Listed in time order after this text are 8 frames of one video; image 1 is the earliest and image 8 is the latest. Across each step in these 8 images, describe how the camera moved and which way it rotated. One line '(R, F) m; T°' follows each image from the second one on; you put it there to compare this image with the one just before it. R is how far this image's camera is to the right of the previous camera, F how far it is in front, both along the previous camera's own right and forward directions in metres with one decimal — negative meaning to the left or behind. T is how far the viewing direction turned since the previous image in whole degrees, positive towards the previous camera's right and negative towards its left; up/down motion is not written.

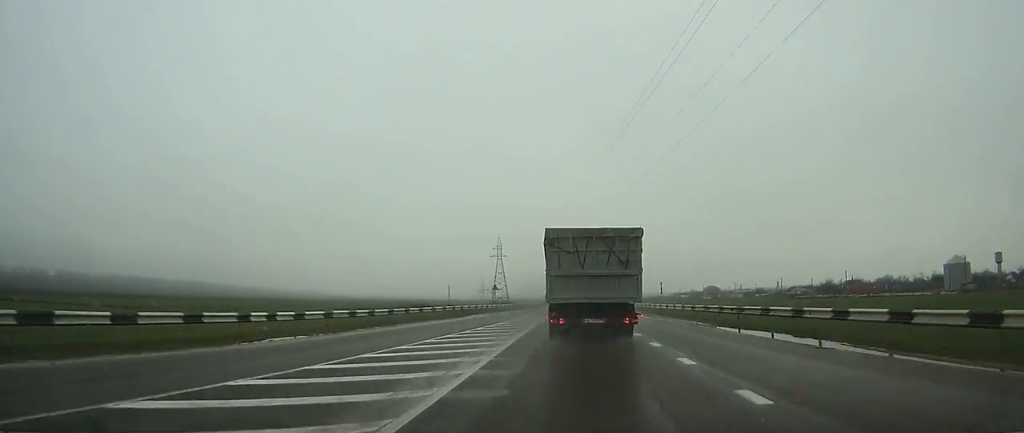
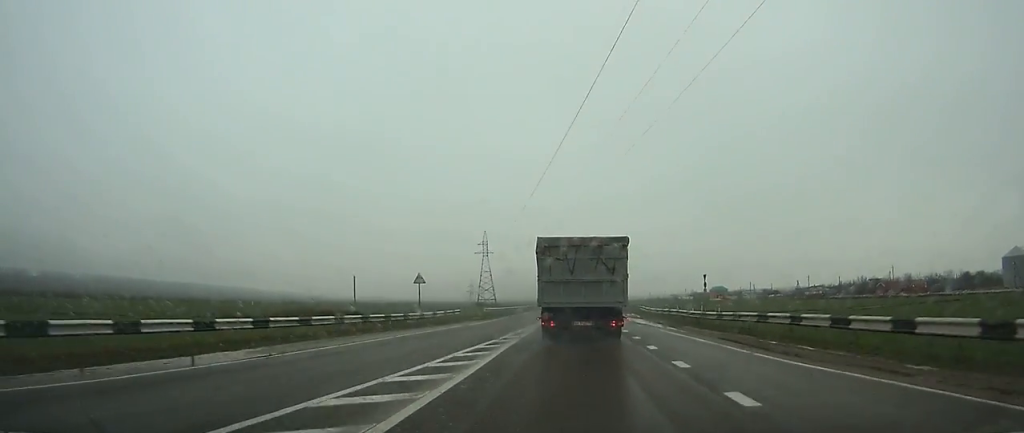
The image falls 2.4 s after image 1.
(+0.3, +36.1) m; +1°
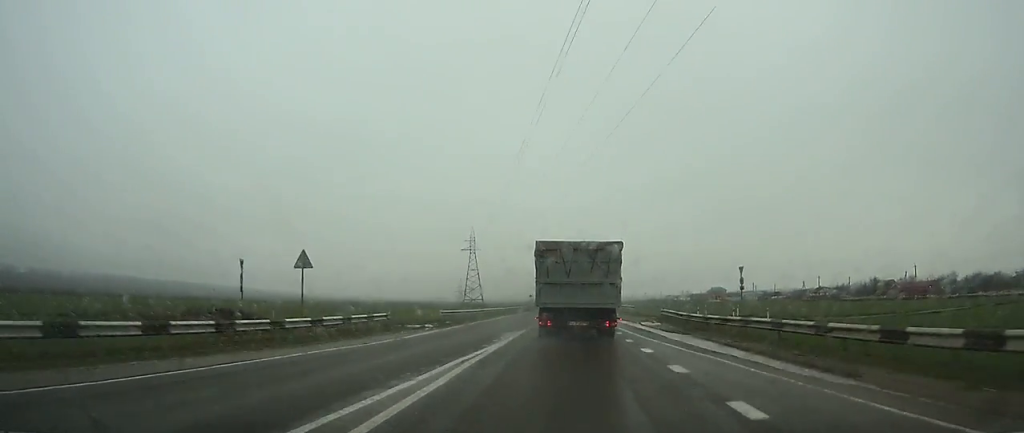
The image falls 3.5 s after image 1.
(+0.1, +16.9) m; 0°
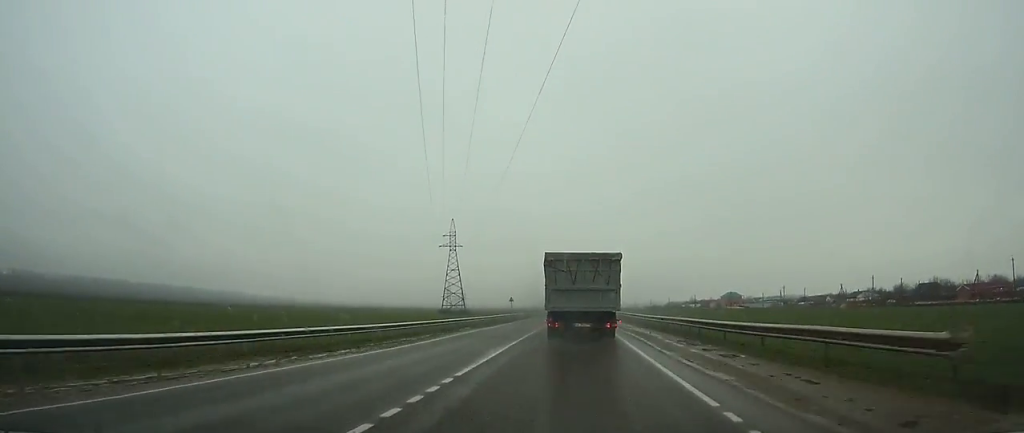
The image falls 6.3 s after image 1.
(+0.1, +42.0) m; 0°
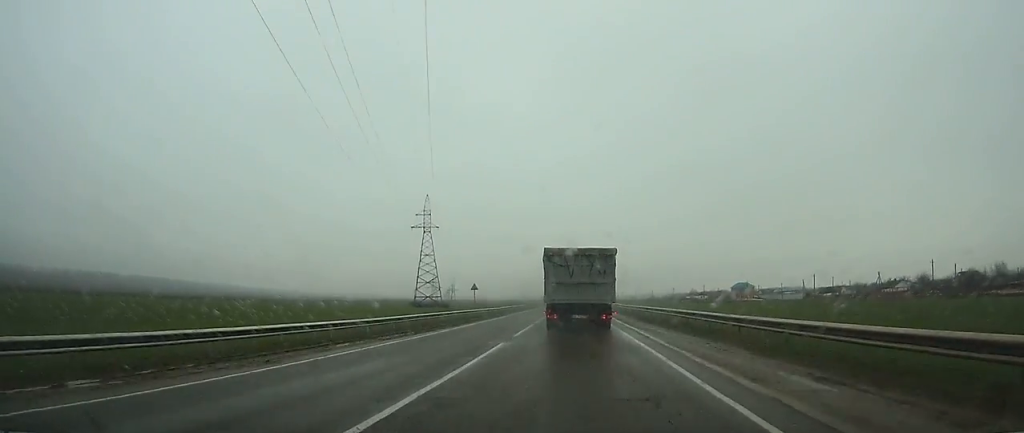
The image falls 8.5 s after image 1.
(+0.1, +34.2) m; 0°
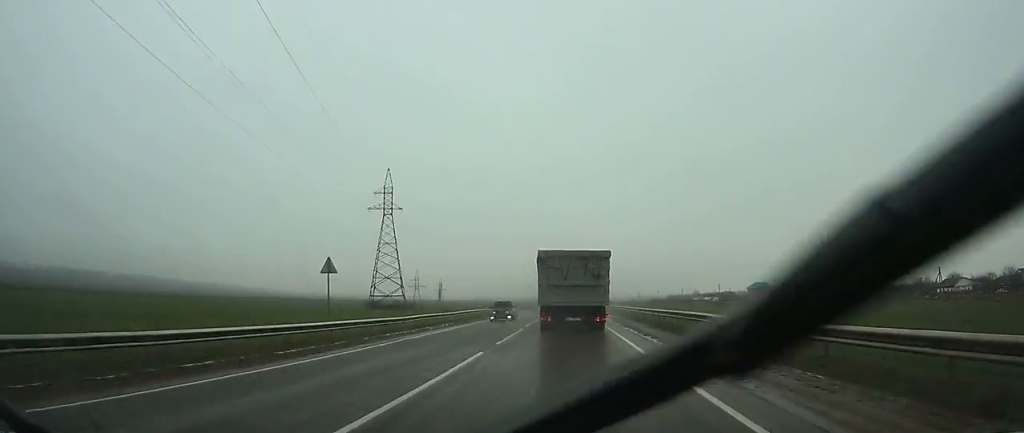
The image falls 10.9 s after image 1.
(+0.1, +38.1) m; 0°
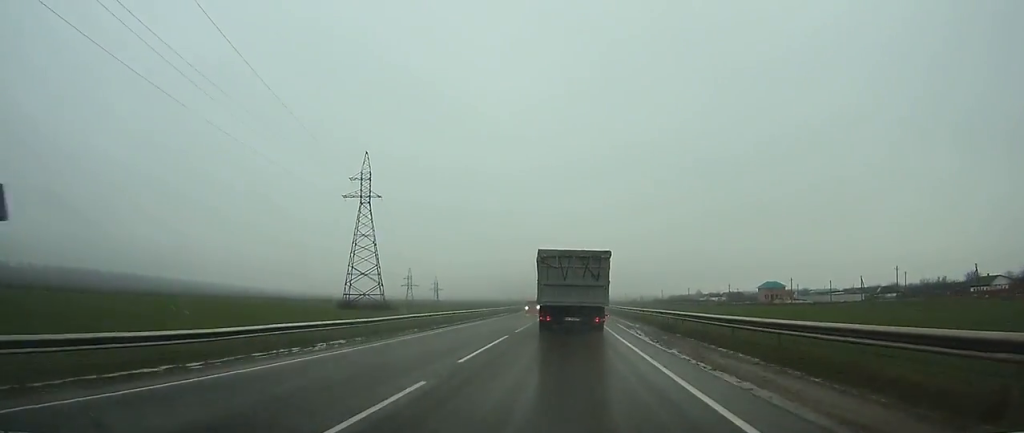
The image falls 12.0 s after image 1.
(0.0, +17.0) m; 0°
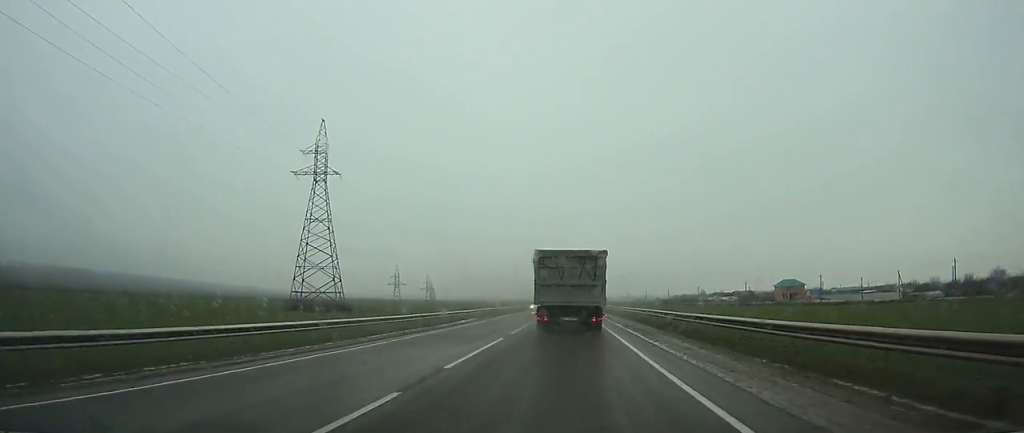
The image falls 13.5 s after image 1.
(0.0, +24.5) m; 0°
